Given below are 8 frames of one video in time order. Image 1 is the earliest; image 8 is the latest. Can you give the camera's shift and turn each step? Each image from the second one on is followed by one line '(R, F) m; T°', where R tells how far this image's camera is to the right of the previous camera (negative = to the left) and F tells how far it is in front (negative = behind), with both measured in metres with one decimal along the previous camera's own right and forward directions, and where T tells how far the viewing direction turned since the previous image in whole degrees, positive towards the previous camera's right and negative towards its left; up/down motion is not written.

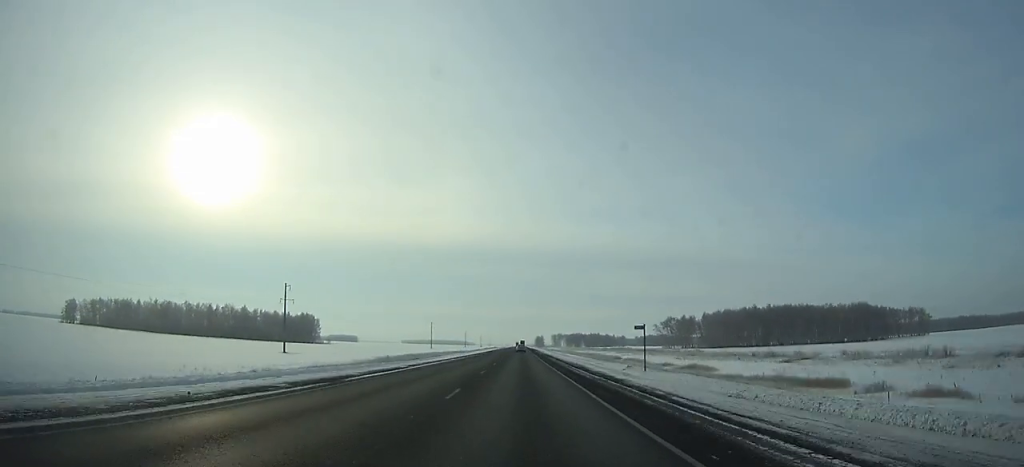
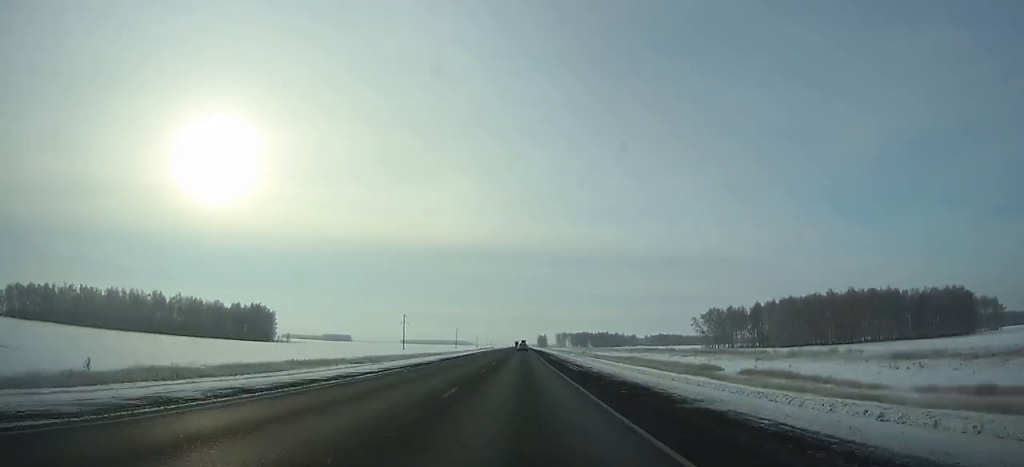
(0.0, +71.3) m; 0°
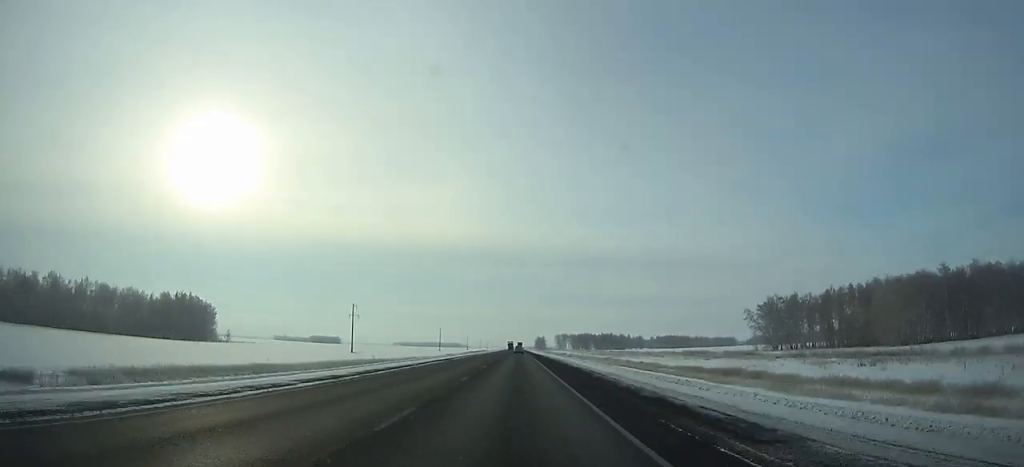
(0.0, +65.4) m; 0°
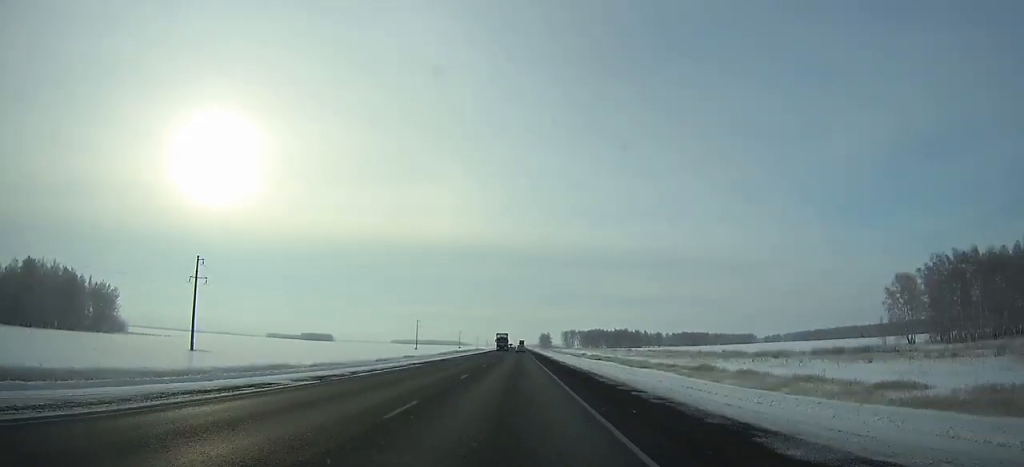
(0.0, +83.1) m; 0°
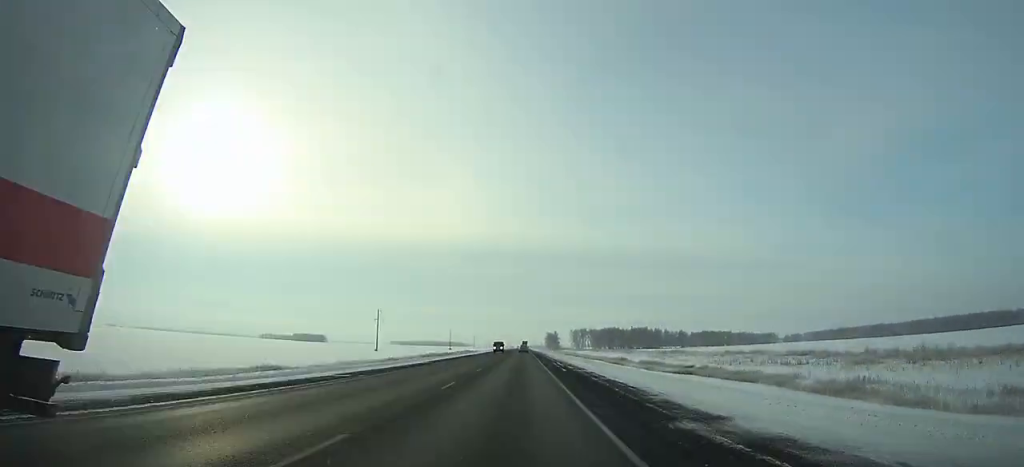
(-0.1, +77.5) m; 0°
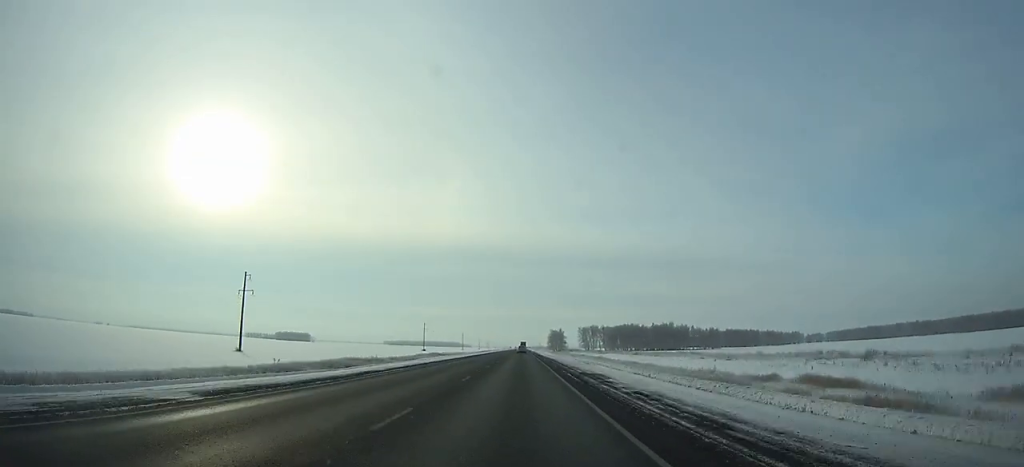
(-0.3, +92.7) m; 0°
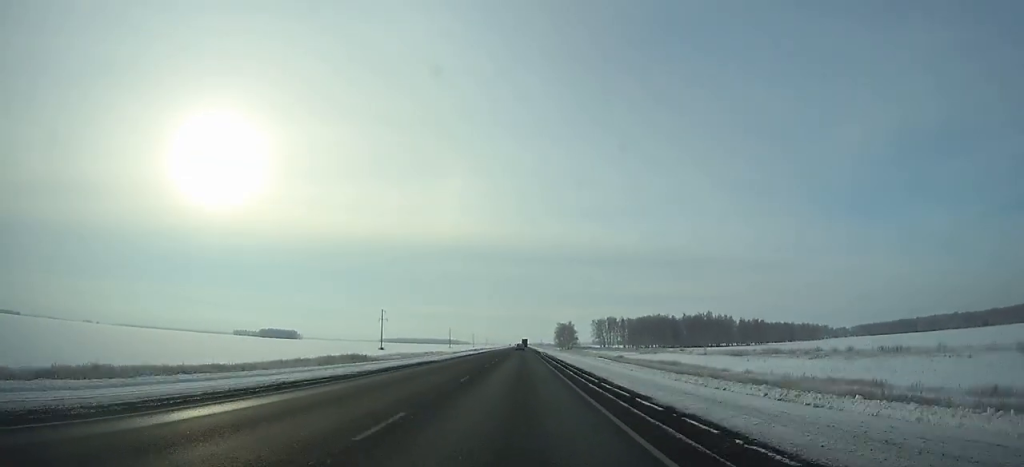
(0.0, +84.8) m; 0°
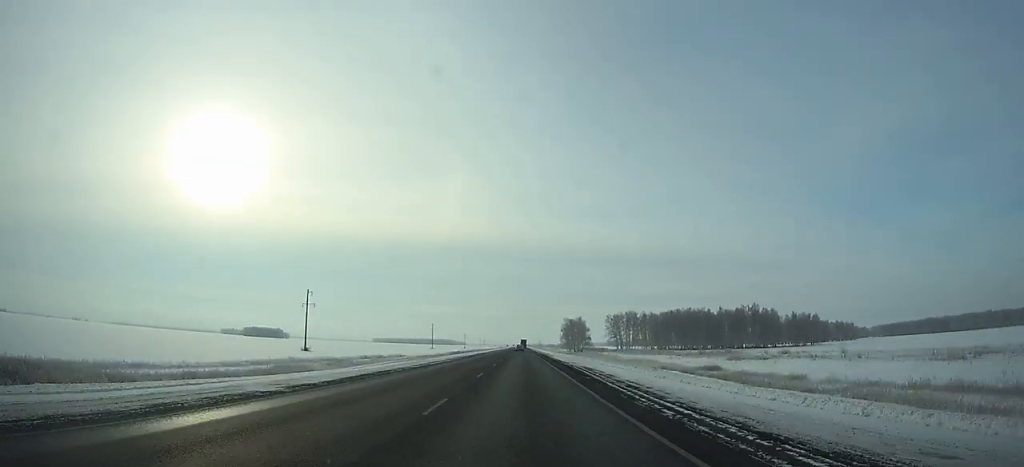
(+0.1, +69.2) m; 0°
